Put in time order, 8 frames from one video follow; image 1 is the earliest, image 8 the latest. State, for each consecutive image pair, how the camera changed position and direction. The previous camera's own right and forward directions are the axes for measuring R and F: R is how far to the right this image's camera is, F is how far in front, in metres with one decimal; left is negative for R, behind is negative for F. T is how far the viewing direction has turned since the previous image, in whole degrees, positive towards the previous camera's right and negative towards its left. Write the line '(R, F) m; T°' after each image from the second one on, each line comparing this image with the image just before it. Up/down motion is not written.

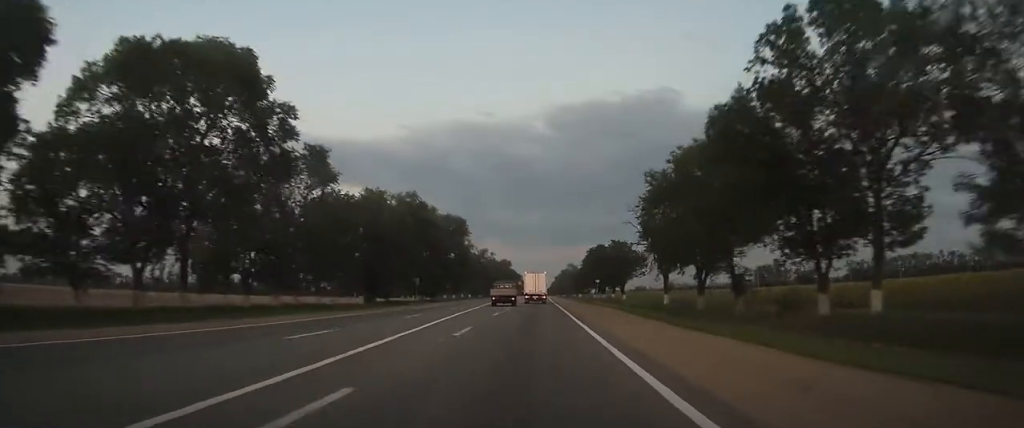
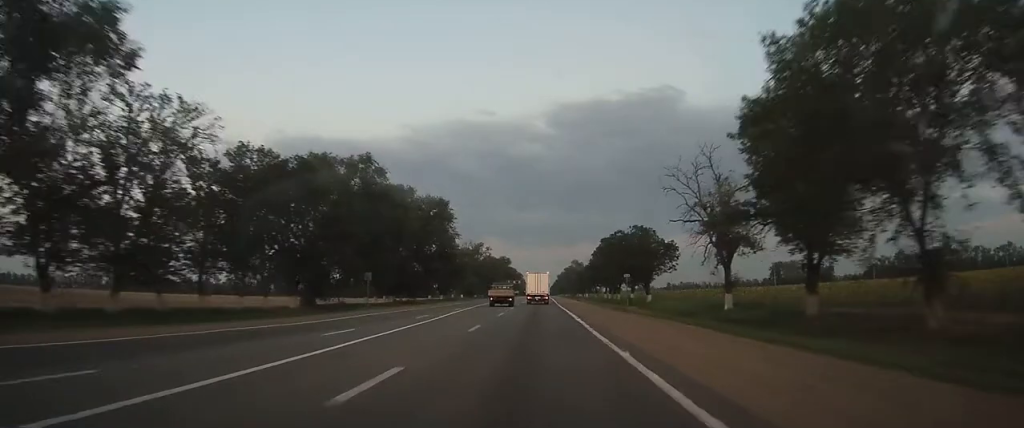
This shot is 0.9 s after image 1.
(-0.1, +22.1) m; 0°
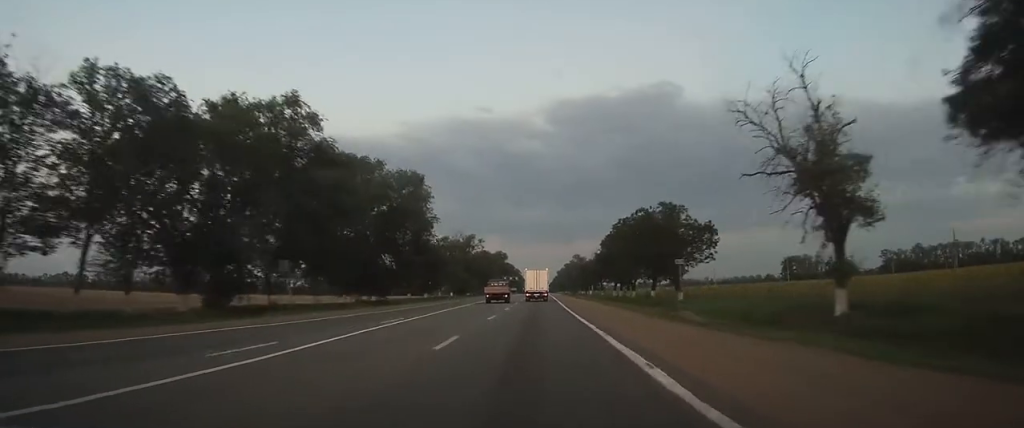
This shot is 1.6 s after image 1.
(0.0, +18.1) m; 0°
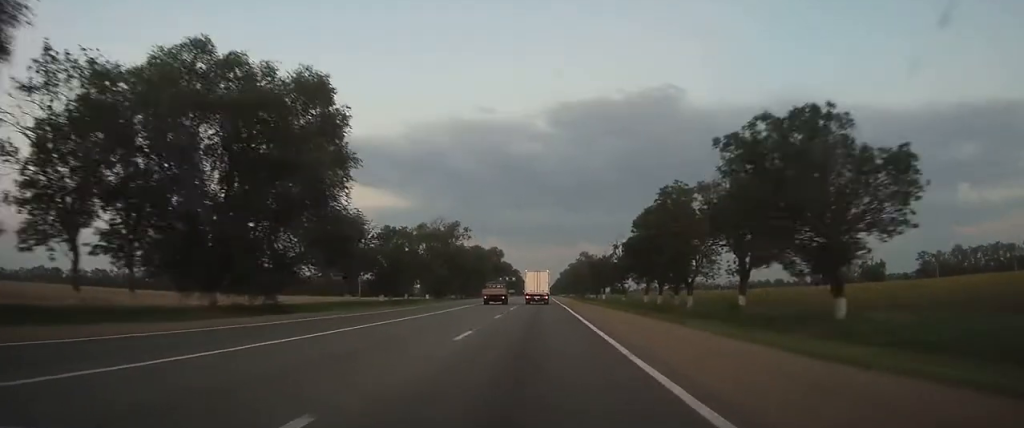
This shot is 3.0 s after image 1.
(-0.1, +33.9) m; 0°
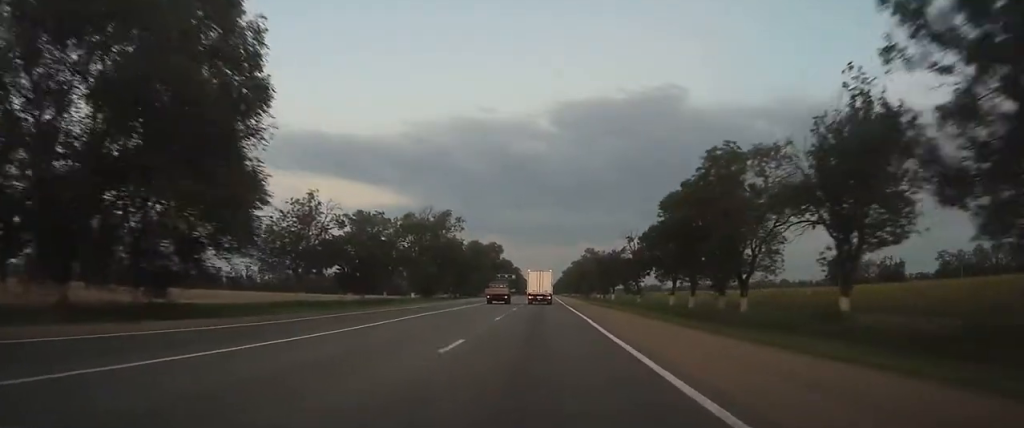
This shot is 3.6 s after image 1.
(0.0, +15.0) m; 0°
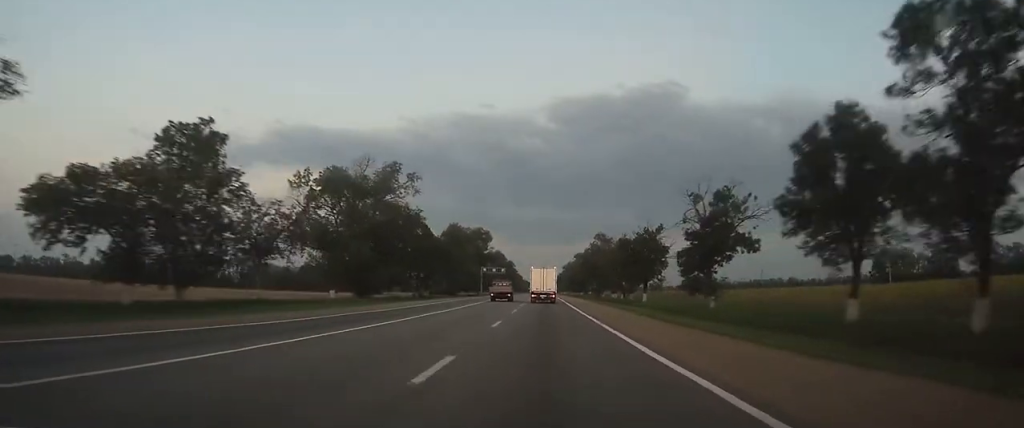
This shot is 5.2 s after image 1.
(0.0, +40.0) m; 0°
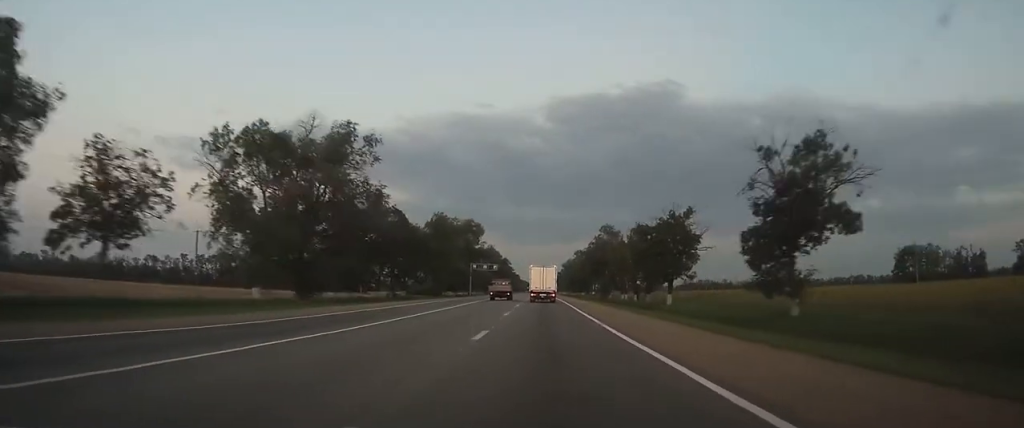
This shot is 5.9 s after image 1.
(0.0, +17.6) m; 0°
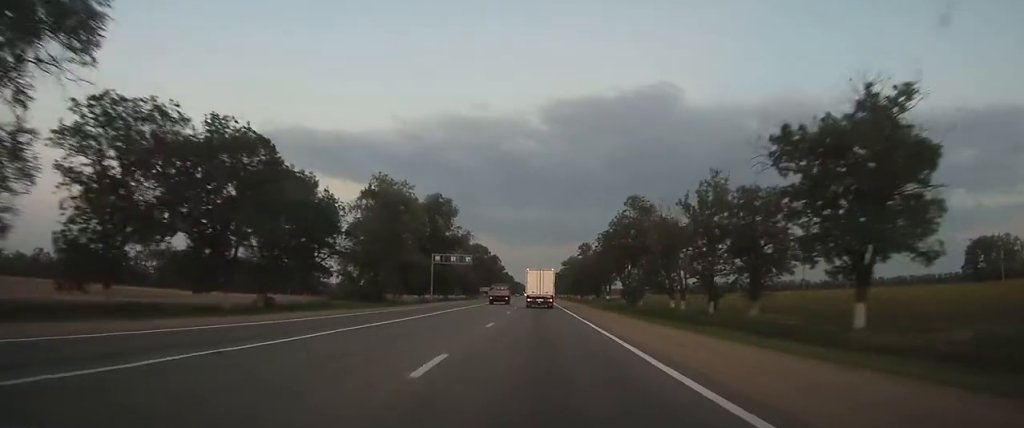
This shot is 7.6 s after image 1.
(+0.3, +41.9) m; 0°
